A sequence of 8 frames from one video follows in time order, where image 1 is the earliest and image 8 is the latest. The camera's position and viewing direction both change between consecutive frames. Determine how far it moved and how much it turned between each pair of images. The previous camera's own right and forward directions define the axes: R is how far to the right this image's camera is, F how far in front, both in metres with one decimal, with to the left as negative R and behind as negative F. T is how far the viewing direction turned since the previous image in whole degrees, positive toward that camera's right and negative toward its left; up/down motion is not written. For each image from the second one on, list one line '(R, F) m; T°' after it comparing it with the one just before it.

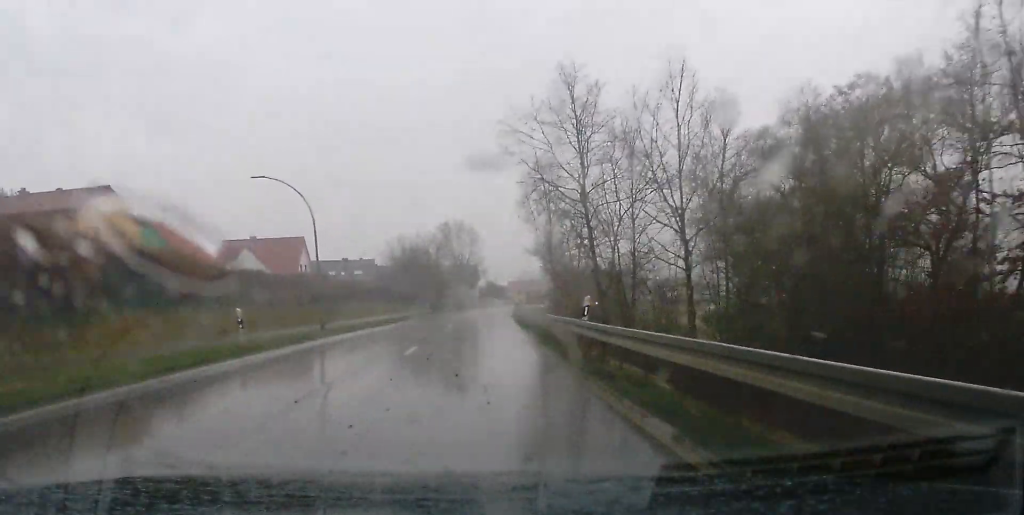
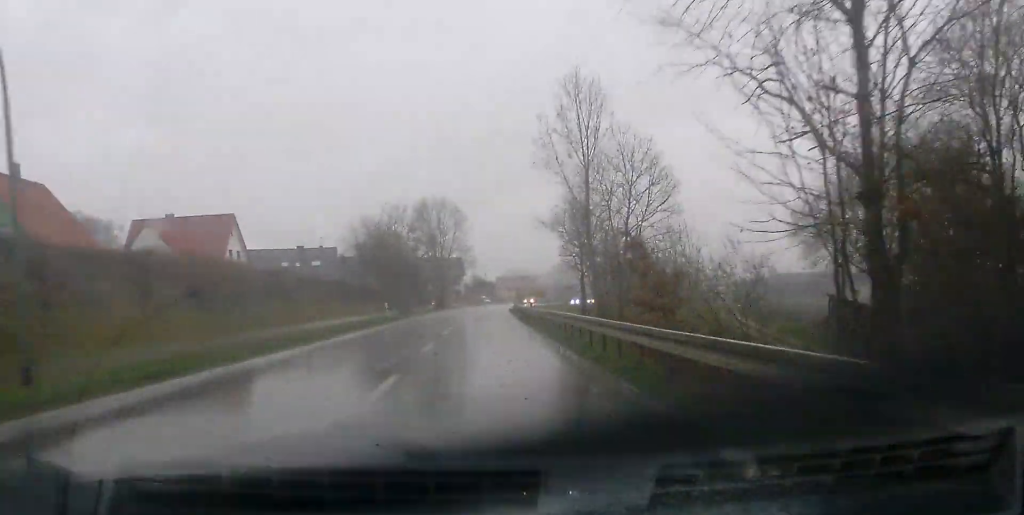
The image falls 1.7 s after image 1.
(0.0, +26.7) m; +2°
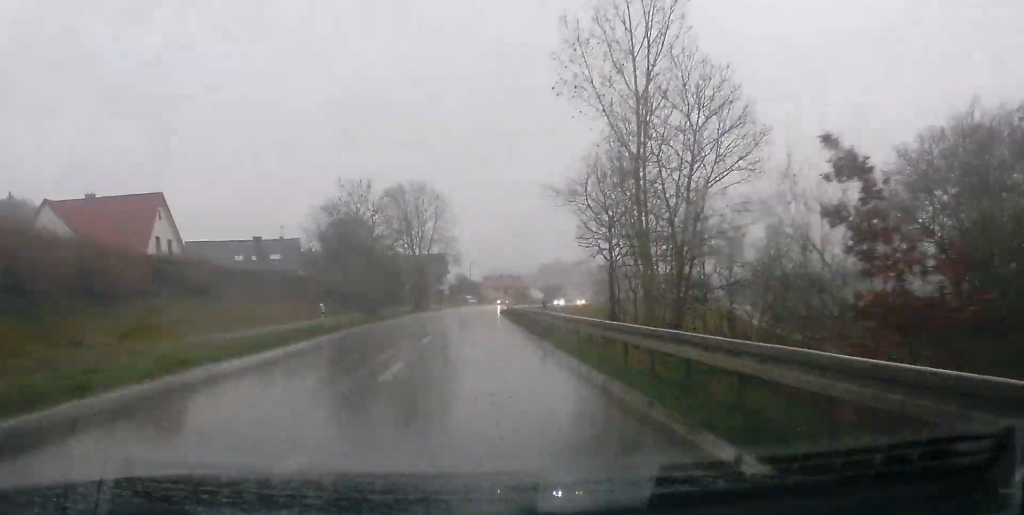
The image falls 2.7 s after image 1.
(+0.2, +15.5) m; +1°
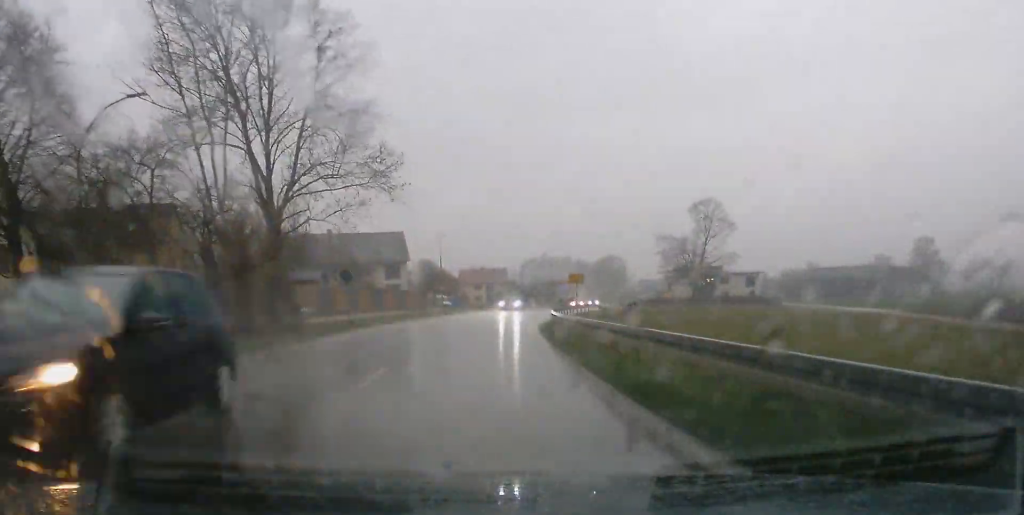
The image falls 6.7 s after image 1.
(+1.5, +64.8) m; +4°
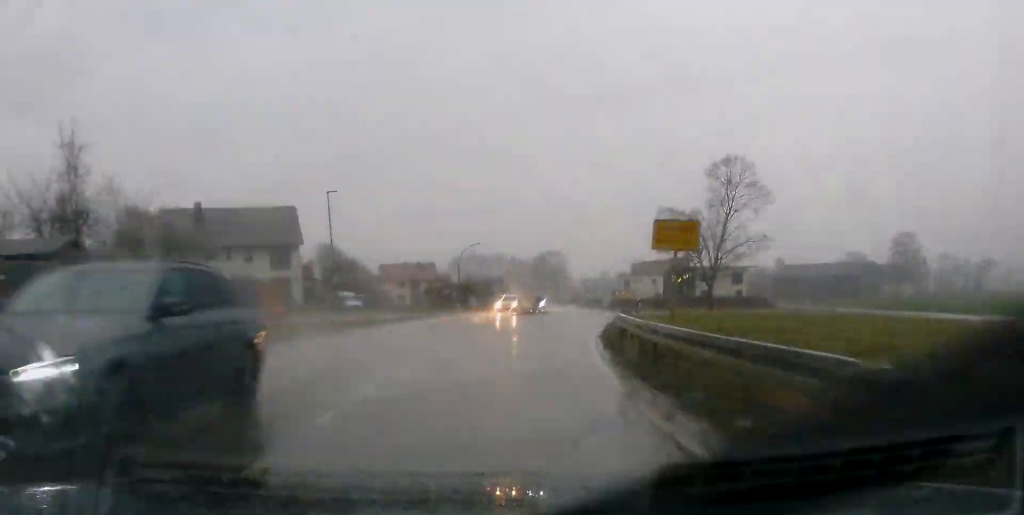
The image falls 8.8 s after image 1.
(+0.8, +32.8) m; +7°
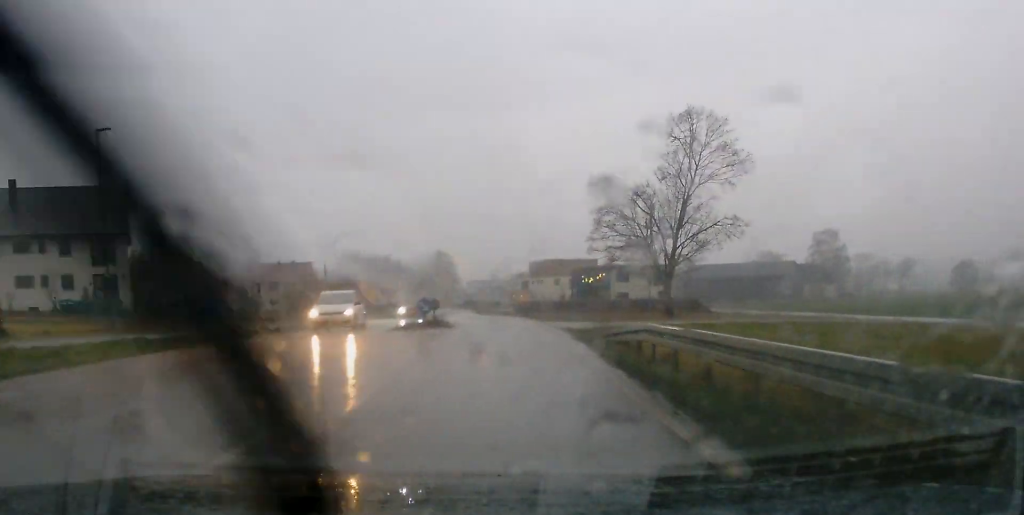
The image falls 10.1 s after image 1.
(+2.0, +19.9) m; +2°
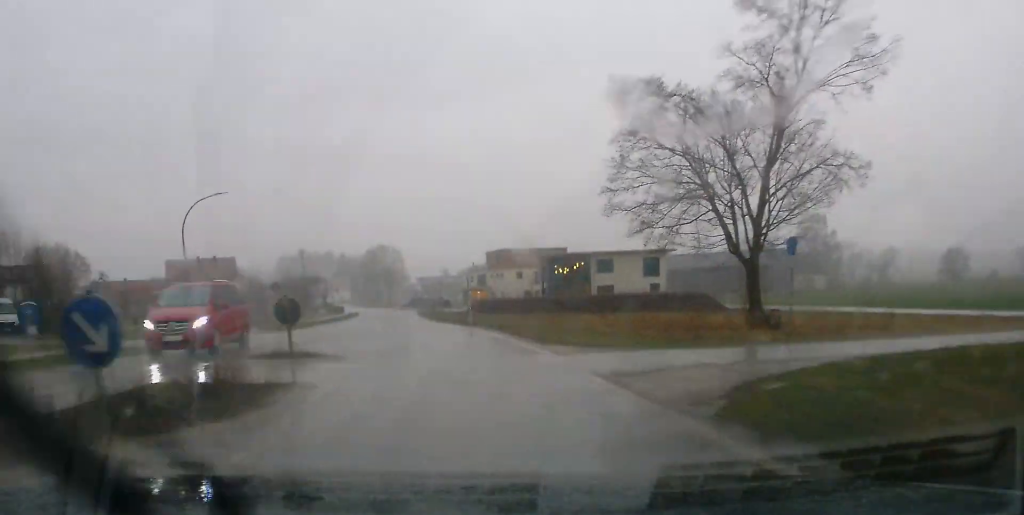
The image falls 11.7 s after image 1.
(+0.8, +24.5) m; +1°
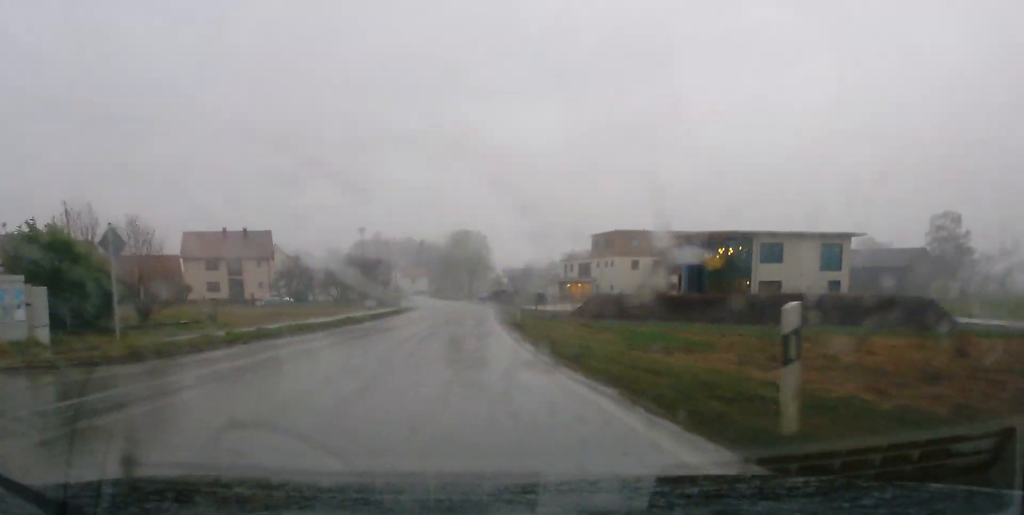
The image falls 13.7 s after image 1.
(-0.6, +30.4) m; -2°
